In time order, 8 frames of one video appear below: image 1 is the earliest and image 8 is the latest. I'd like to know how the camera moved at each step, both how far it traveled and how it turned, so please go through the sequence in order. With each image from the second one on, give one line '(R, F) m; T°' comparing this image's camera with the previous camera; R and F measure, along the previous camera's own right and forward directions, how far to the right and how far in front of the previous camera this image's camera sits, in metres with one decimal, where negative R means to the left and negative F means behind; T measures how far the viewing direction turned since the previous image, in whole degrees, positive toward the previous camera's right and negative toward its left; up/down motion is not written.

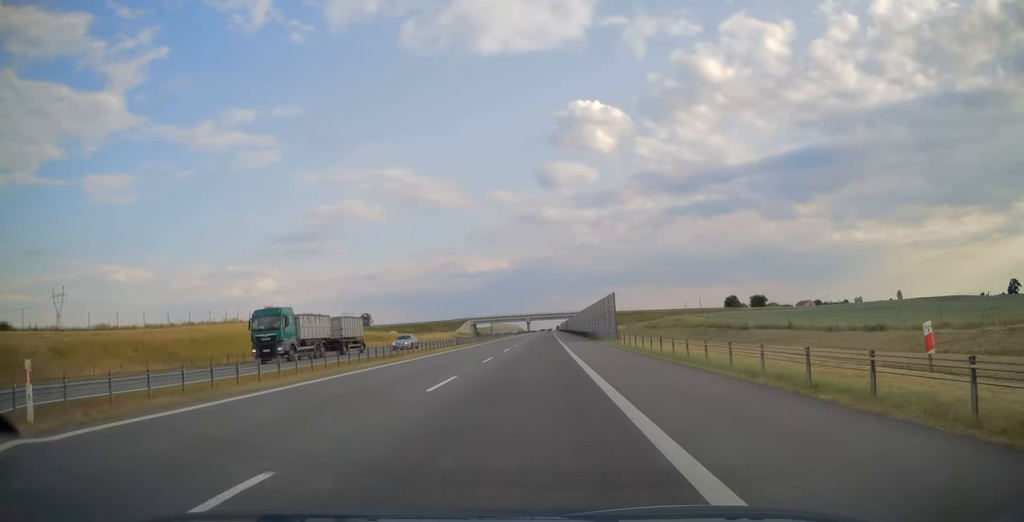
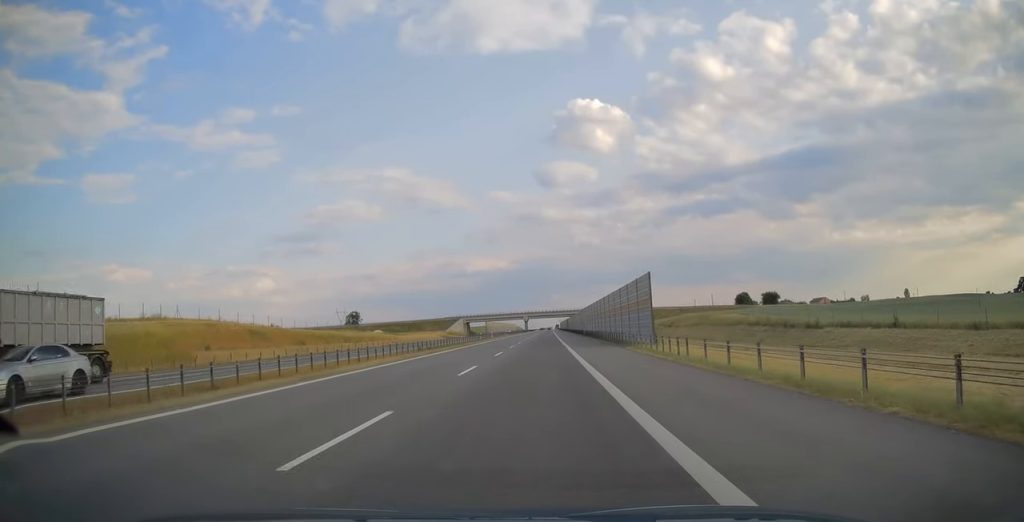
(0.0, +19.7) m; 0°
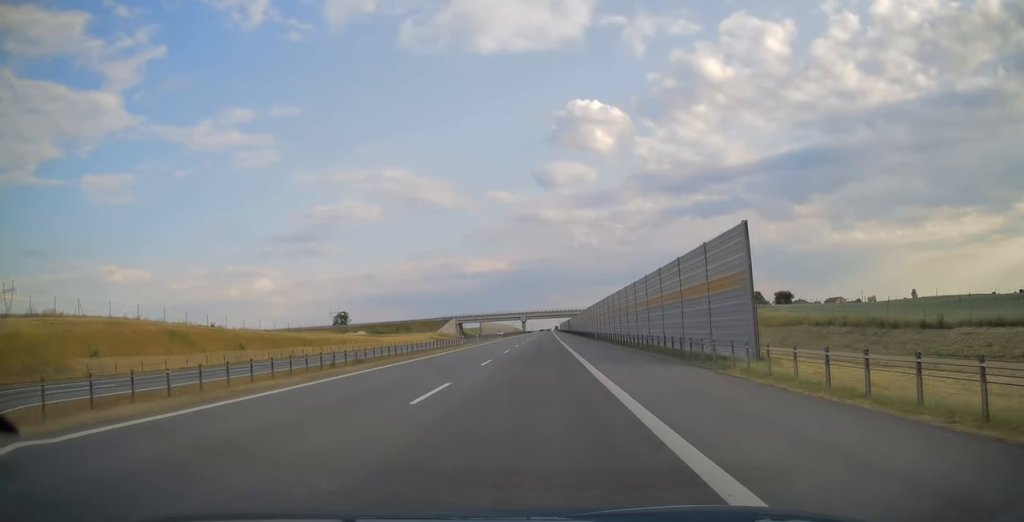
(0.0, +18.6) m; 0°
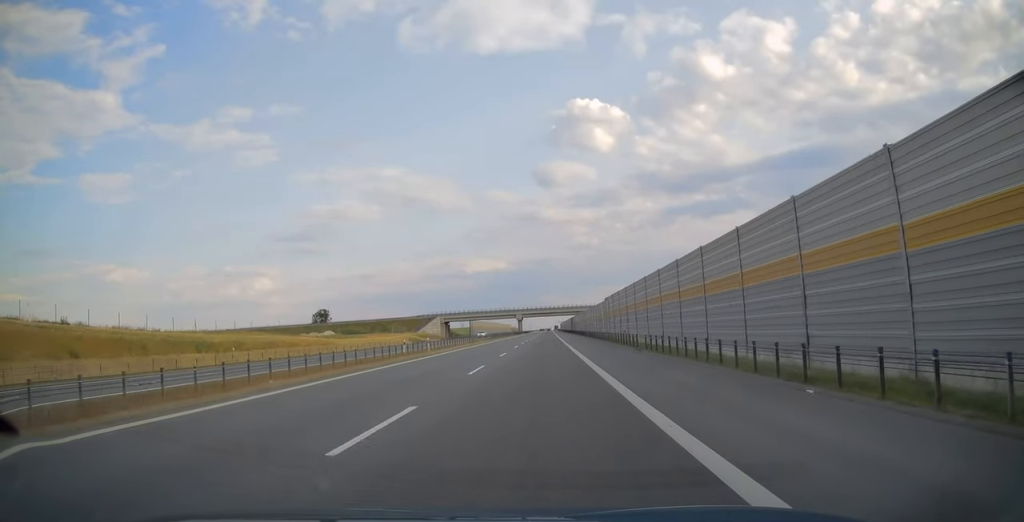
(0.0, +29.0) m; 0°
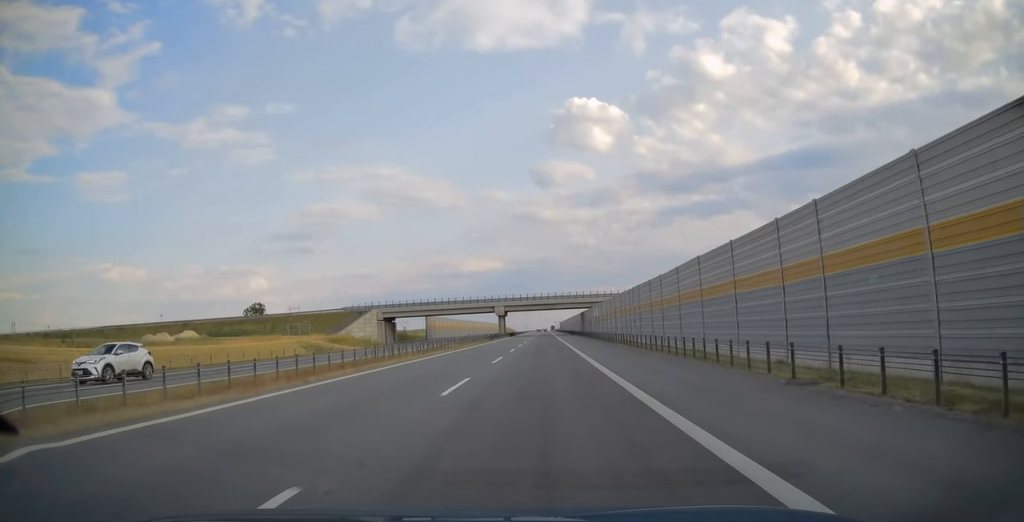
(+0.1, +65.9) m; 0°
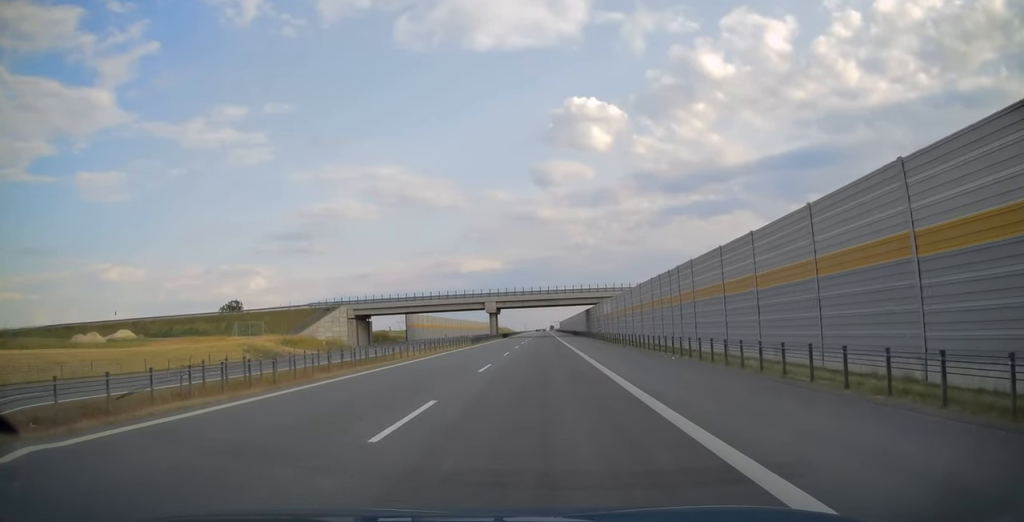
(0.0, +17.4) m; 0°
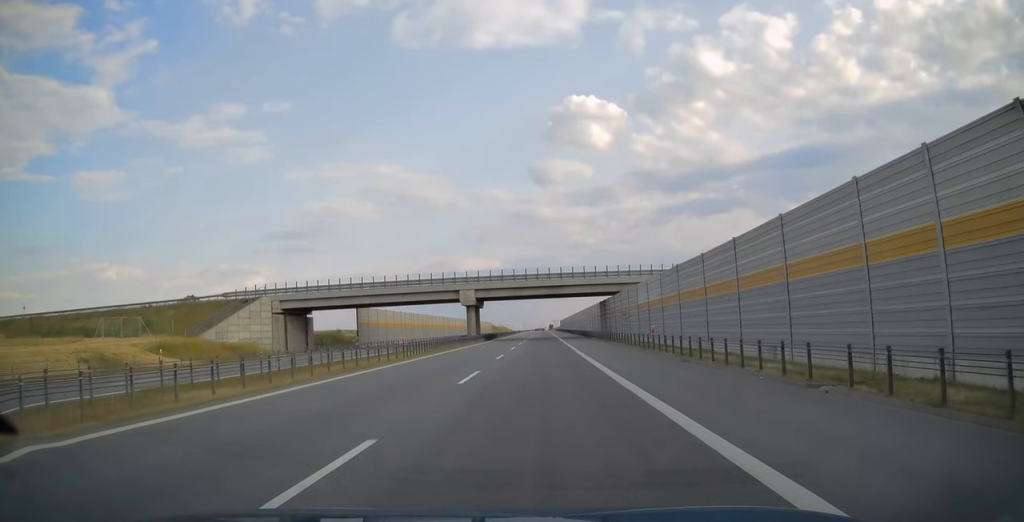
(0.0, +28.3) m; 0°
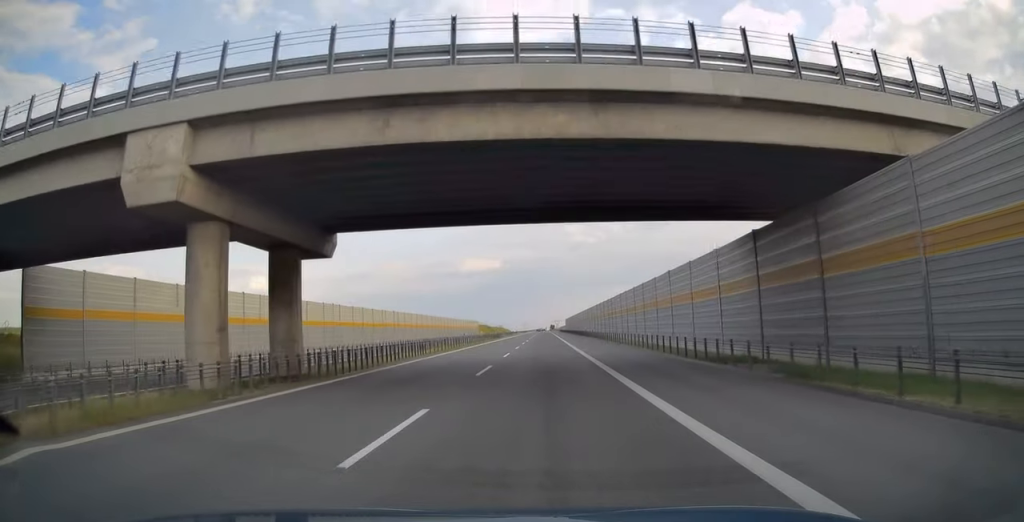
(+0.1, +57.2) m; 0°
